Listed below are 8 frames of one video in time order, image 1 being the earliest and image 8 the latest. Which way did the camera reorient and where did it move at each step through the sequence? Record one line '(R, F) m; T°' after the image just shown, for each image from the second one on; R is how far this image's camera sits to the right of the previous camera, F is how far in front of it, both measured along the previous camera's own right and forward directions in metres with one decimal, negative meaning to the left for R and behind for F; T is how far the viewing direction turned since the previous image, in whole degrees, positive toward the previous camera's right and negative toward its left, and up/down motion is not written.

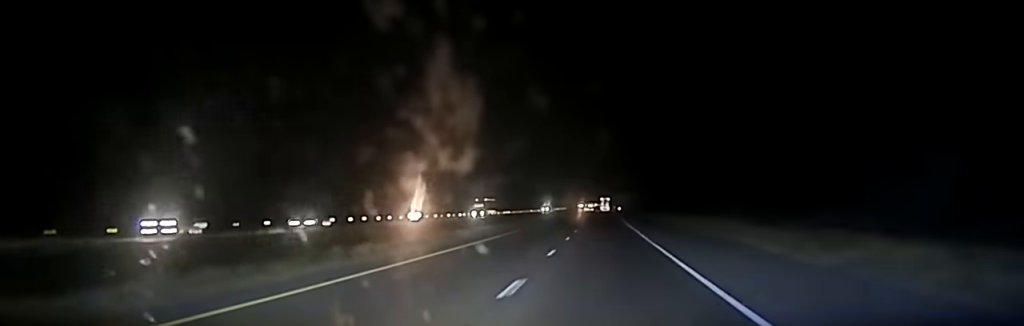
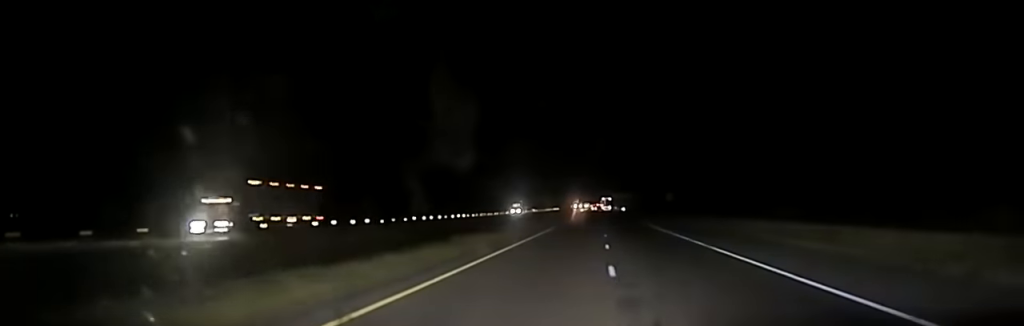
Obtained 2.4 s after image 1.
(+0.5, +66.0) m; +1°
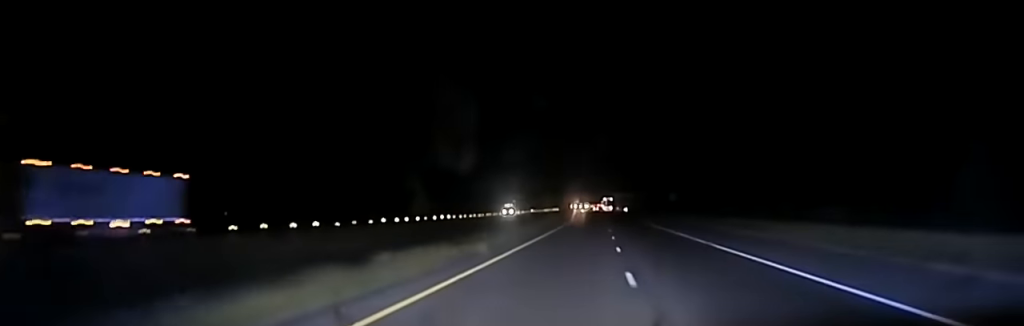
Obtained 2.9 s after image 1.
(0.0, +11.7) m; 0°
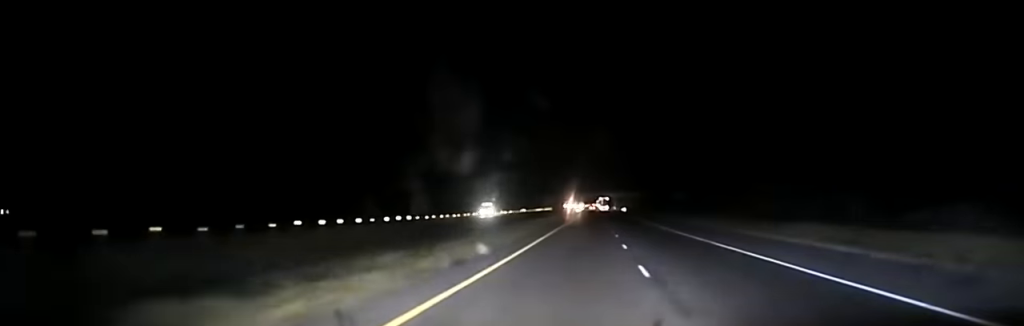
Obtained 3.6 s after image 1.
(-0.1, +21.1) m; 0°
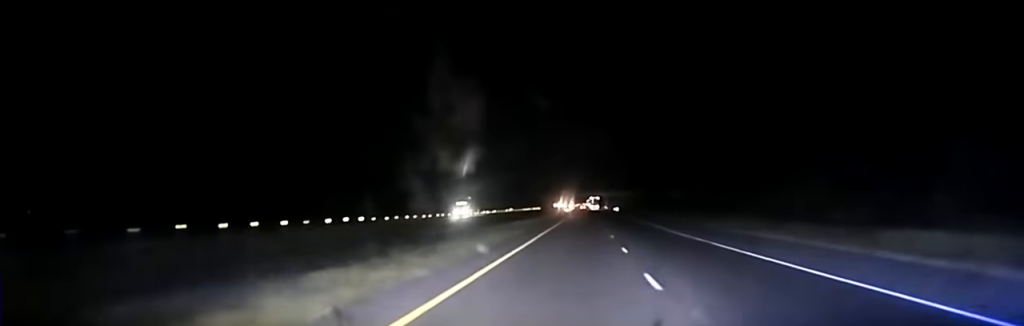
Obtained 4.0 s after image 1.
(-0.1, +13.5) m; 0°
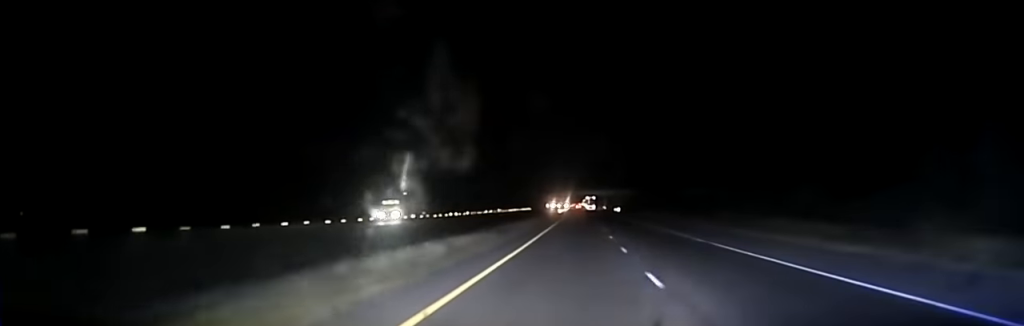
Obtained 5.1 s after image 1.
(+0.4, +36.3) m; 0°
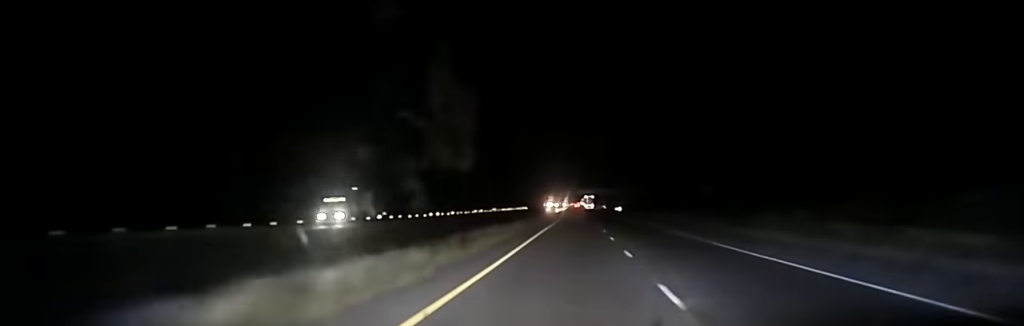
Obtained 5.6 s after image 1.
(-0.1, +15.7) m; 0°
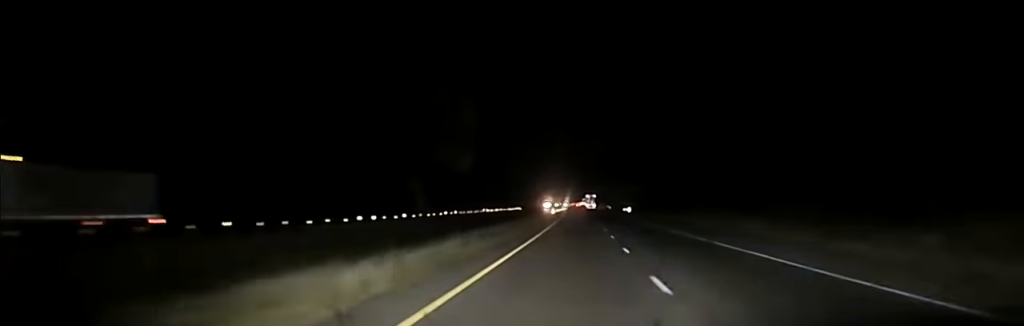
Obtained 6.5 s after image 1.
(0.0, +36.6) m; 0°
